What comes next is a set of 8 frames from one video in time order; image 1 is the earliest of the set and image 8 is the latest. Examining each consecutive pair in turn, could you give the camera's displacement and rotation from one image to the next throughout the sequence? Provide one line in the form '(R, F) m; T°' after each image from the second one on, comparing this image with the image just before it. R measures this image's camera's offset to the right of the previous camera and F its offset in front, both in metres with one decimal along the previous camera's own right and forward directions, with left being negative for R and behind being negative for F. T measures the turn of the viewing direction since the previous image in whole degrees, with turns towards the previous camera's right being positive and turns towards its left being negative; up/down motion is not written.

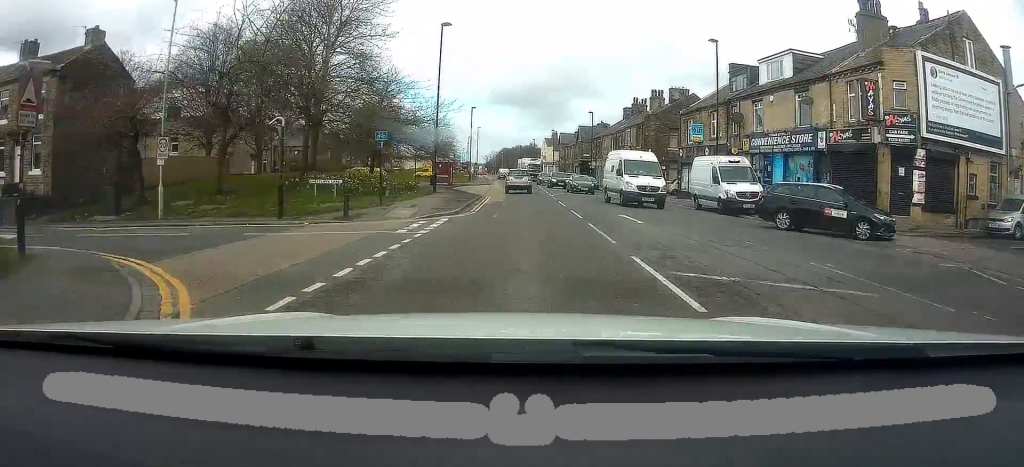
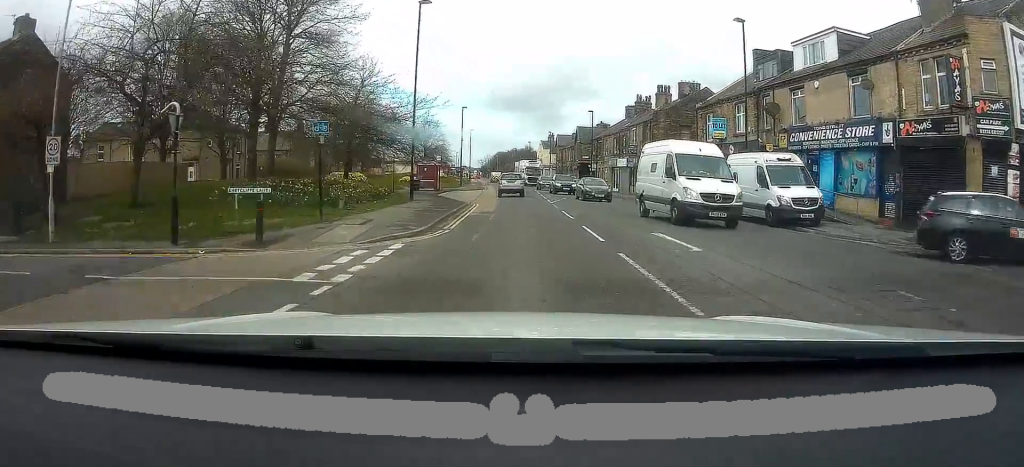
(0.0, +5.8) m; 0°
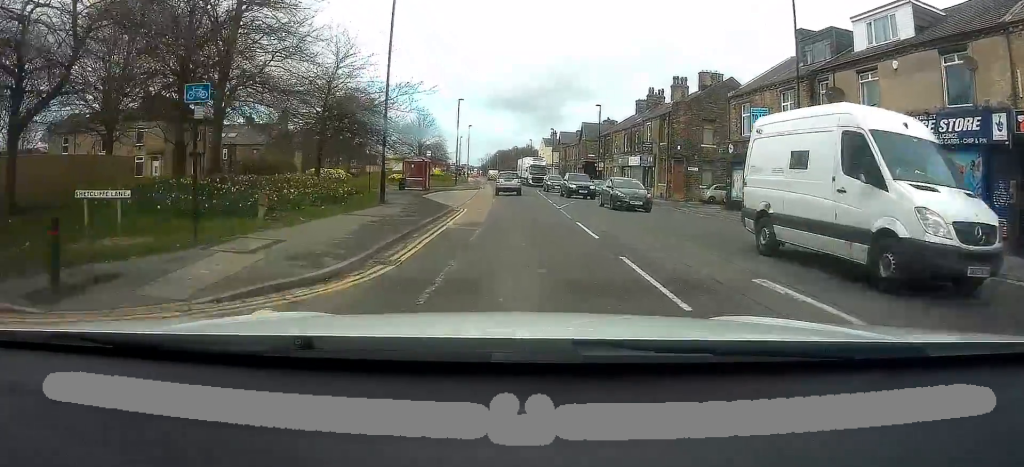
(0.0, +6.2) m; 0°
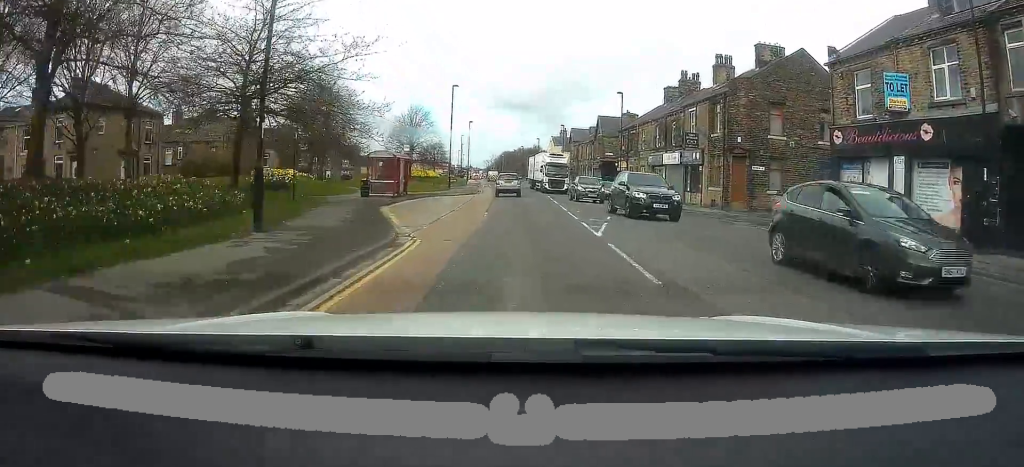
(-0.1, +11.7) m; -1°
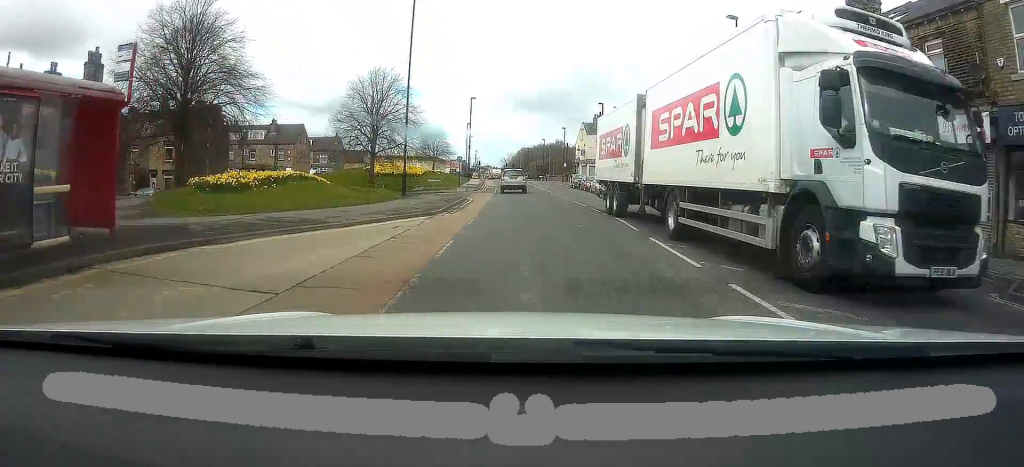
(-0.3, +28.7) m; 0°
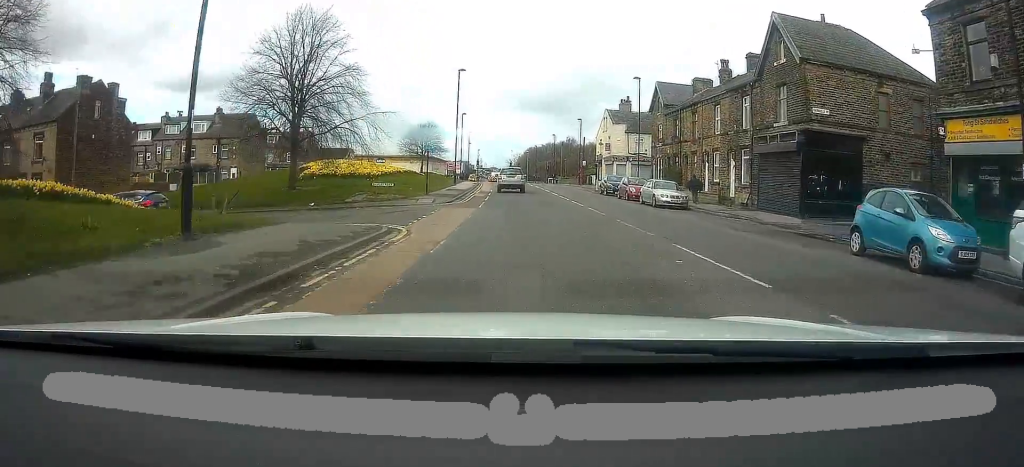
(-0.3, +19.6) m; -2°
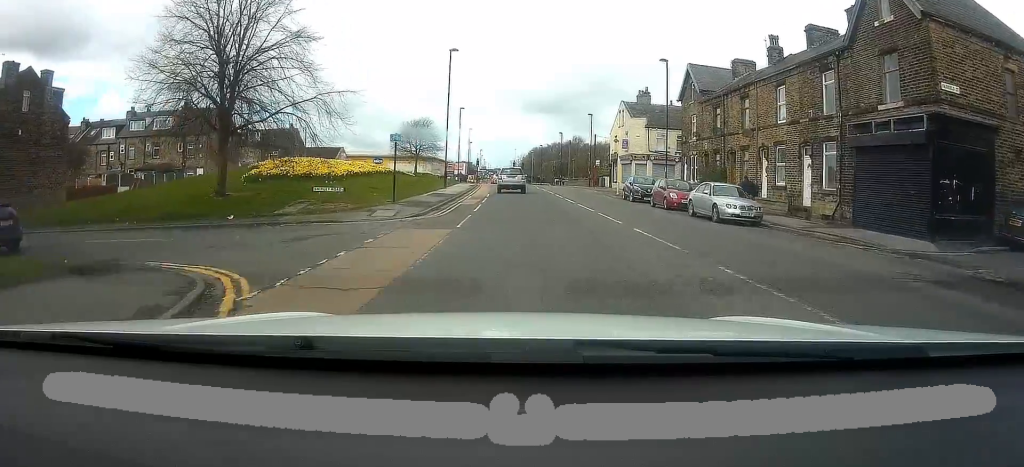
(0.0, +8.6) m; -1°
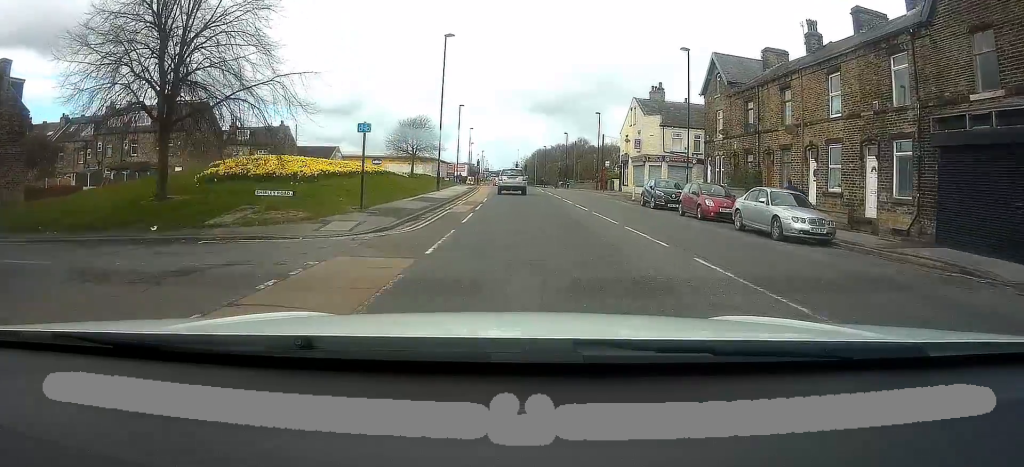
(-0.1, +4.7) m; 0°
